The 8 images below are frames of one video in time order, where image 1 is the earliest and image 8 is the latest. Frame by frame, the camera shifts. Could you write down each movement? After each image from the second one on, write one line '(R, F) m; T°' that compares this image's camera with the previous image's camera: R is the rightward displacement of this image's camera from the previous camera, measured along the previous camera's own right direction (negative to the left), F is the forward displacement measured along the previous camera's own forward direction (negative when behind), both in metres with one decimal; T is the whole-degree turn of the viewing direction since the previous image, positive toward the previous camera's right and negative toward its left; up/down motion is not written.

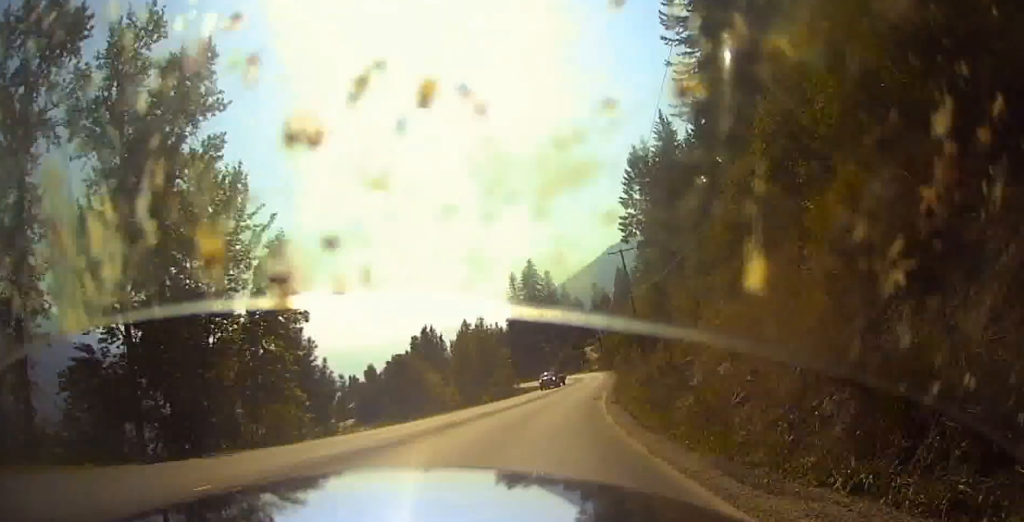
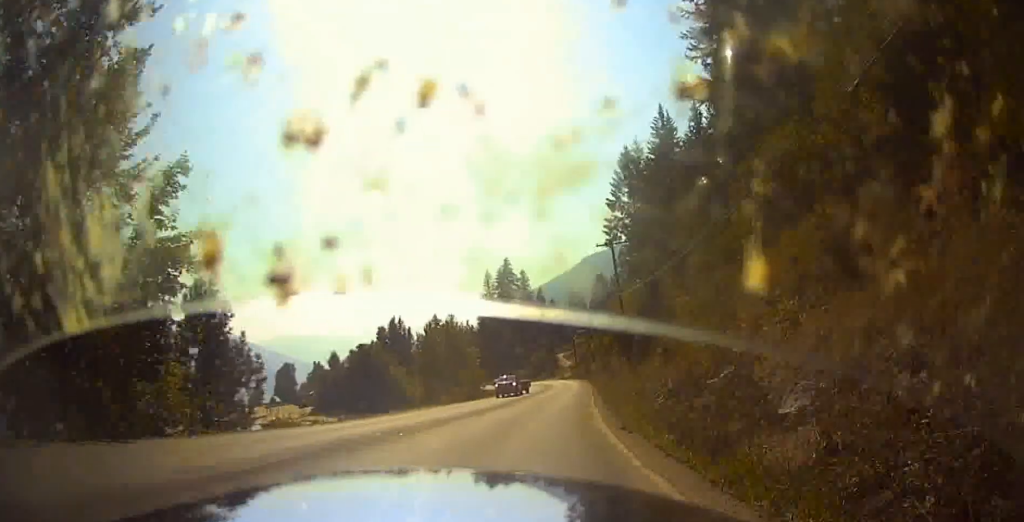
(0.0, +6.4) m; +3°
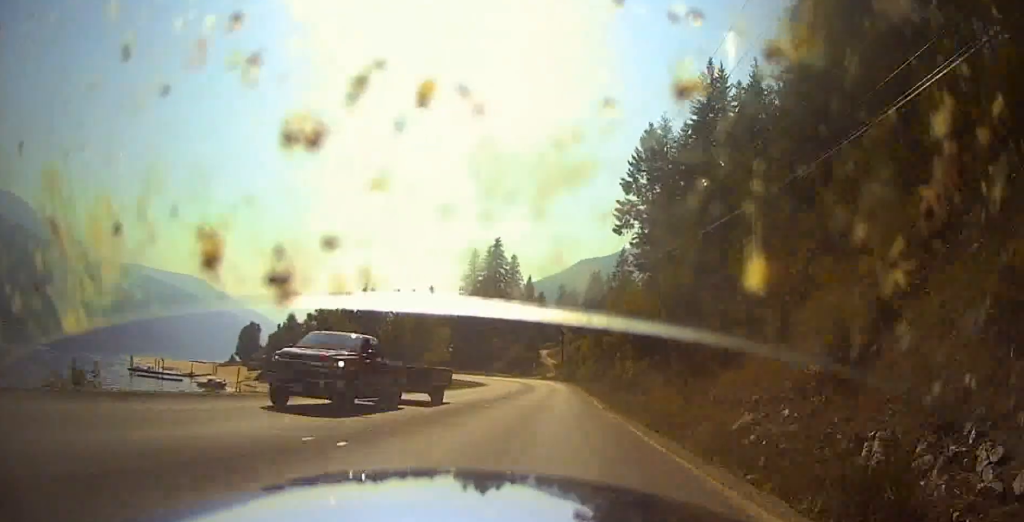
(+1.5, +18.2) m; +3°
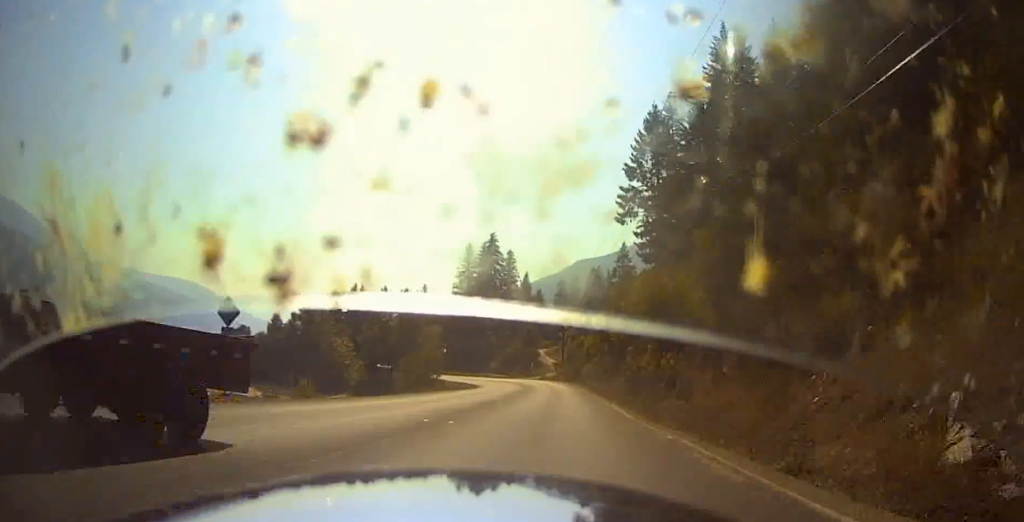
(-0.4, +8.1) m; -1°
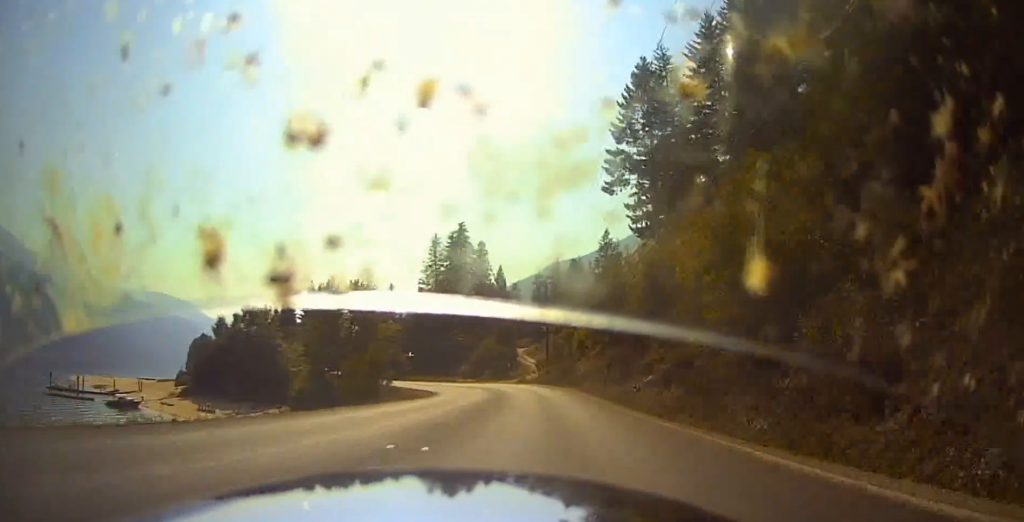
(+0.6, +19.1) m; +2°
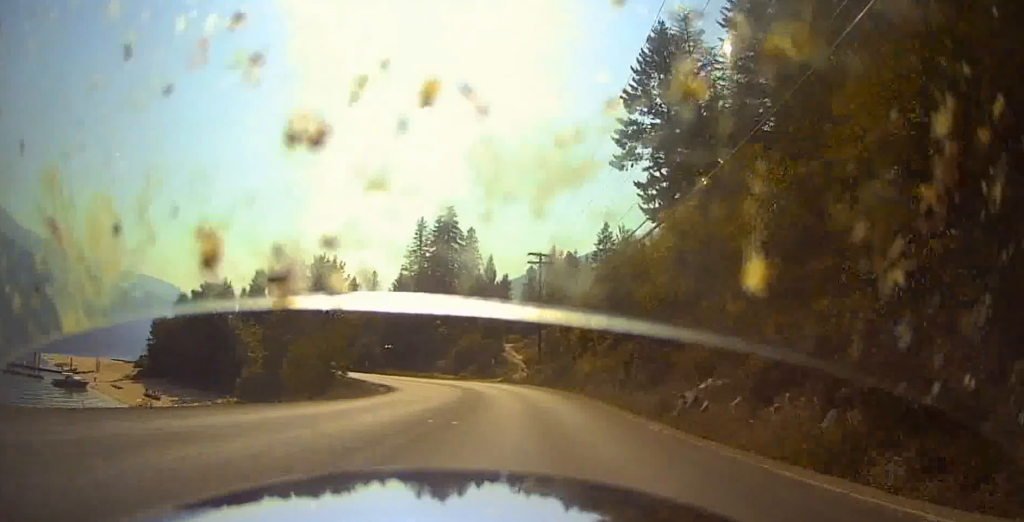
(+0.2, +13.4) m; -2°
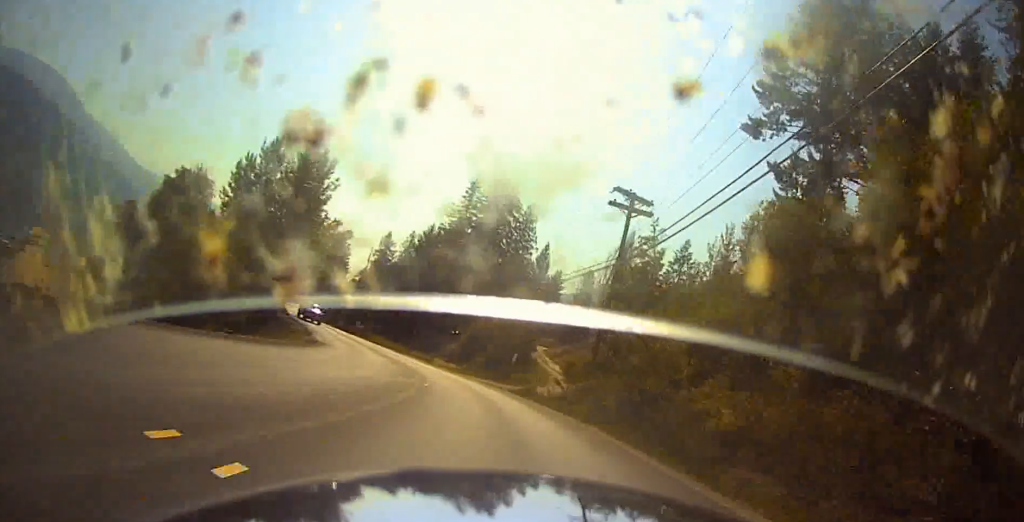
(-1.4, +27.0) m; -3°
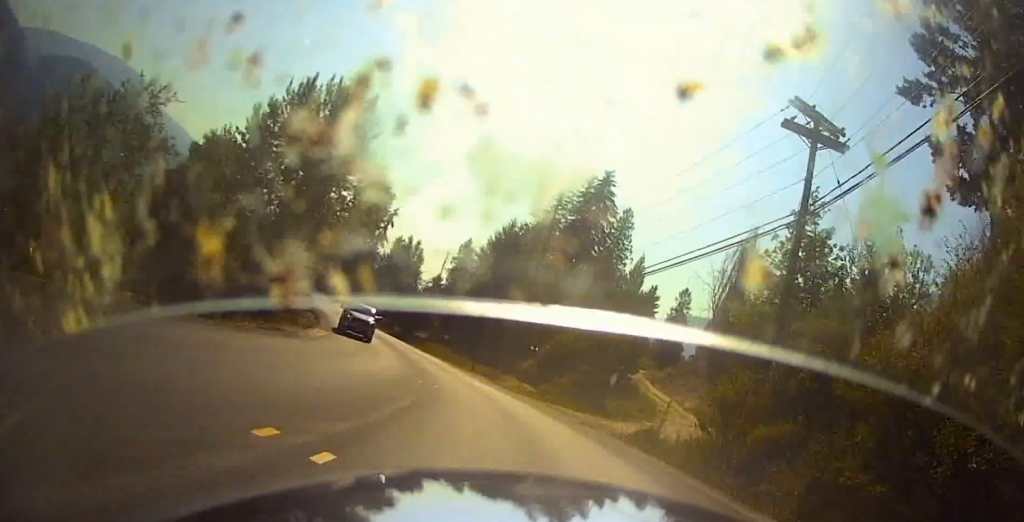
(+0.1, +15.1) m; -2°
